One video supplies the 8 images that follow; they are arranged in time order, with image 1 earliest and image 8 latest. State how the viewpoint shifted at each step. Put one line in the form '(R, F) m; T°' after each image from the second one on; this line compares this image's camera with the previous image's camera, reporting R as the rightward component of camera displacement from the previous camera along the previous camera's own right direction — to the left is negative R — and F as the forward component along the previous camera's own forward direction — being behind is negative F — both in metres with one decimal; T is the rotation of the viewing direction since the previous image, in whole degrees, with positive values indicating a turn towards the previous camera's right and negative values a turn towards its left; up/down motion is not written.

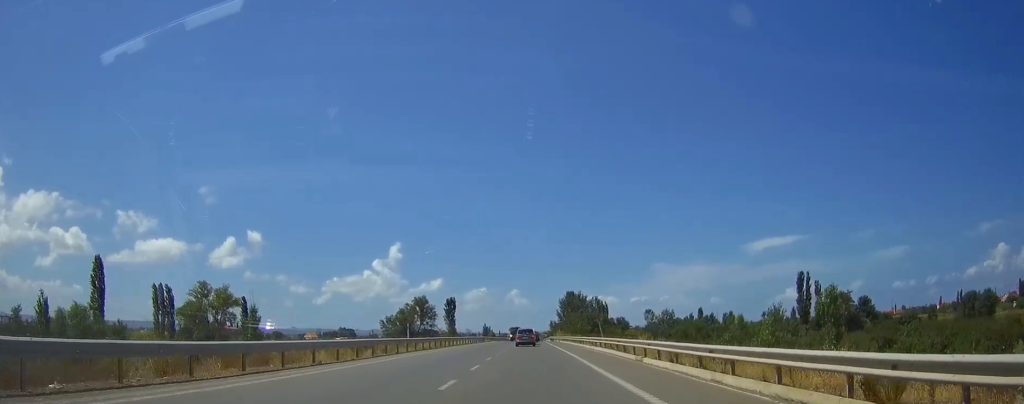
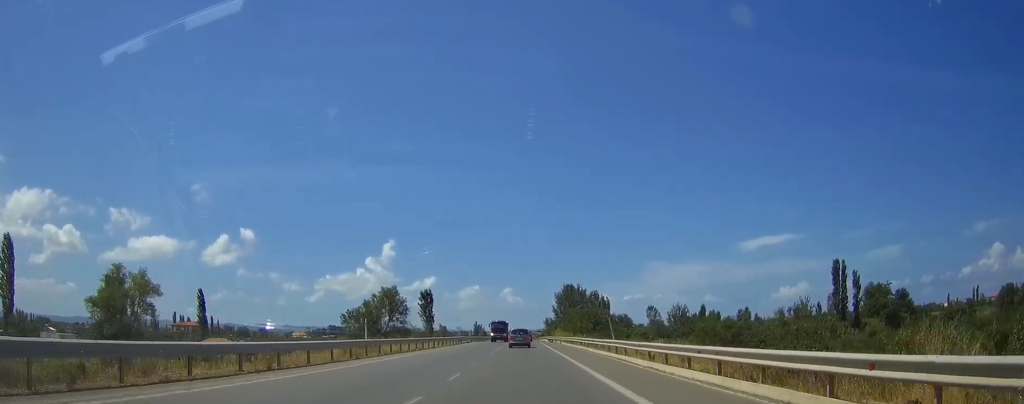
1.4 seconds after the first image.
(+0.1, +26.8) m; 0°
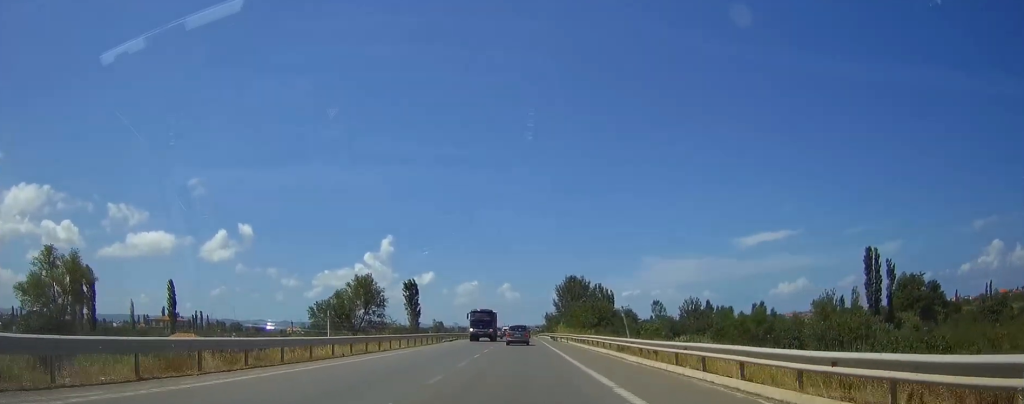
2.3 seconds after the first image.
(0.0, +17.5) m; 0°
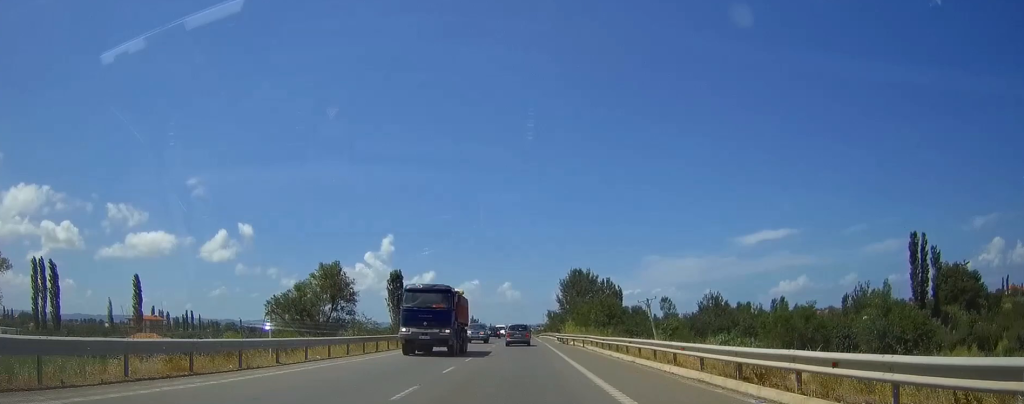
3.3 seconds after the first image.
(0.0, +18.5) m; 0°
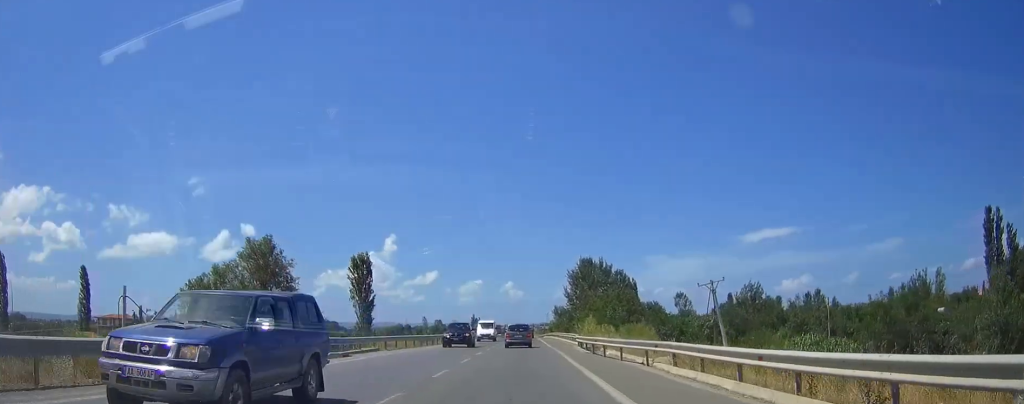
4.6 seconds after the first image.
(0.0, +24.3) m; 0°
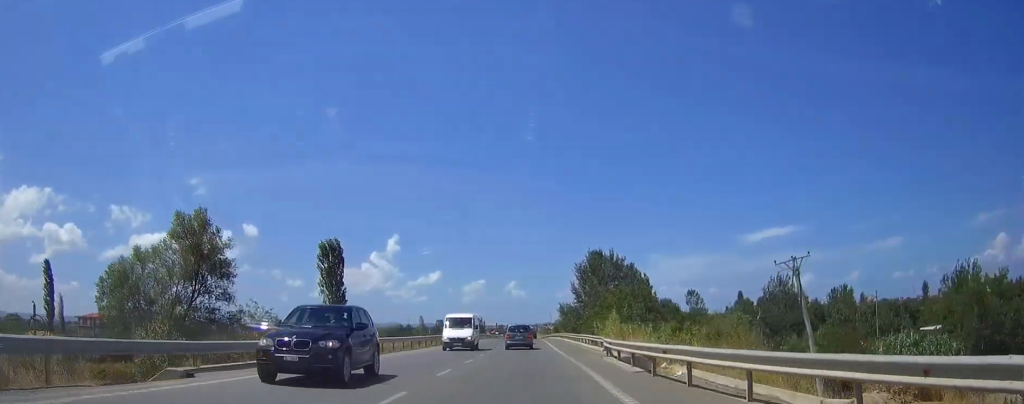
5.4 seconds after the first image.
(0.0, +14.5) m; 0°
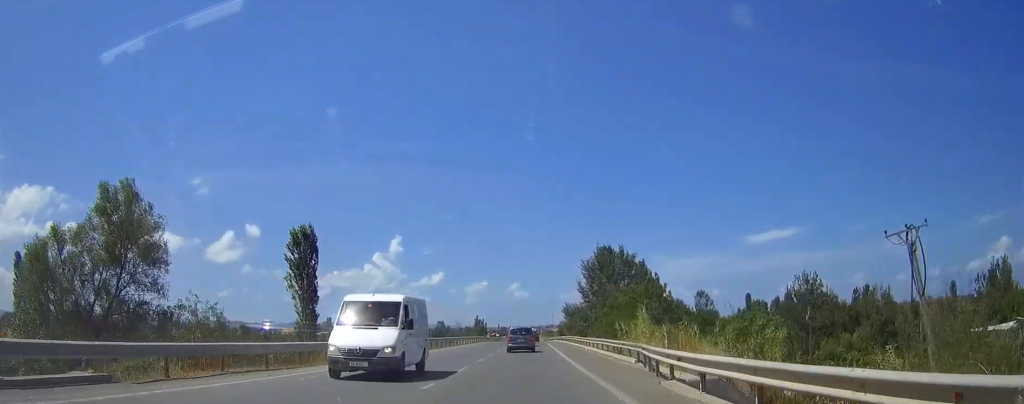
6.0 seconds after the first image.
(0.0, +10.7) m; 0°
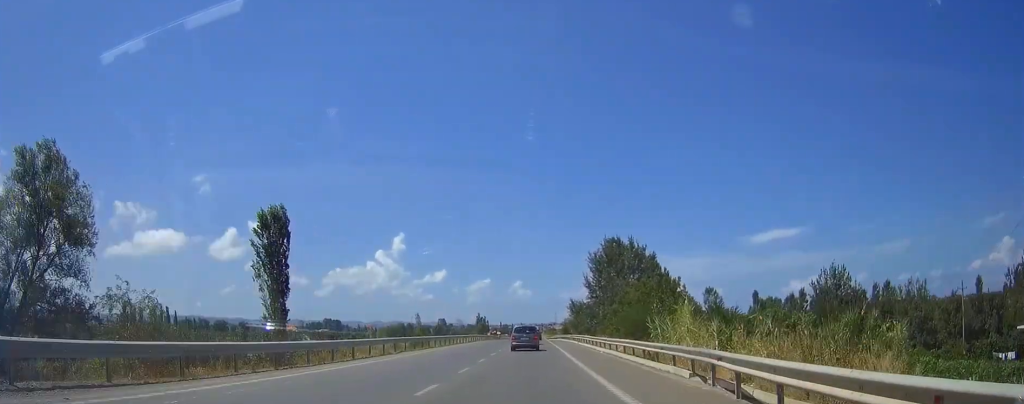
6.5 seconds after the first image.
(0.0, +8.8) m; 0°
